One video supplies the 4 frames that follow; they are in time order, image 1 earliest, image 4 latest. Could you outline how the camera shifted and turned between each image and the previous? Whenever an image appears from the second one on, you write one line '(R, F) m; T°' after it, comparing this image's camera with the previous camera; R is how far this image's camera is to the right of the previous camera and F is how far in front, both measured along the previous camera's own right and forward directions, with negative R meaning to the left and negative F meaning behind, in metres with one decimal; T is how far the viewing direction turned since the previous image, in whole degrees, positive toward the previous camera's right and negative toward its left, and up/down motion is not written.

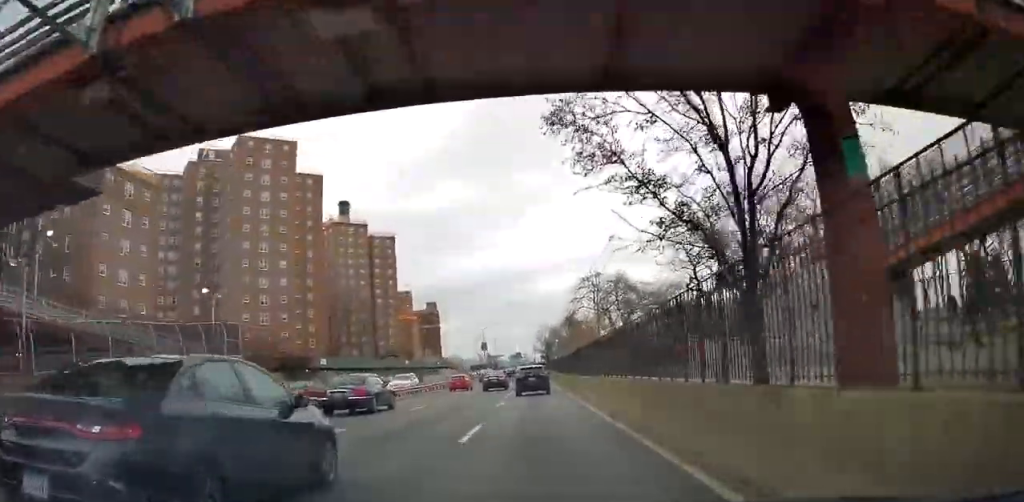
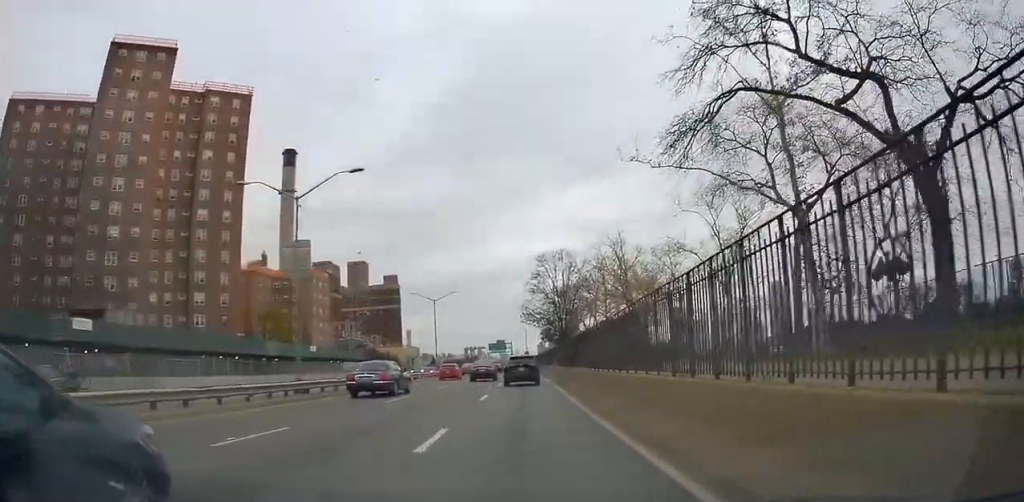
(+0.7, +82.3) m; +1°
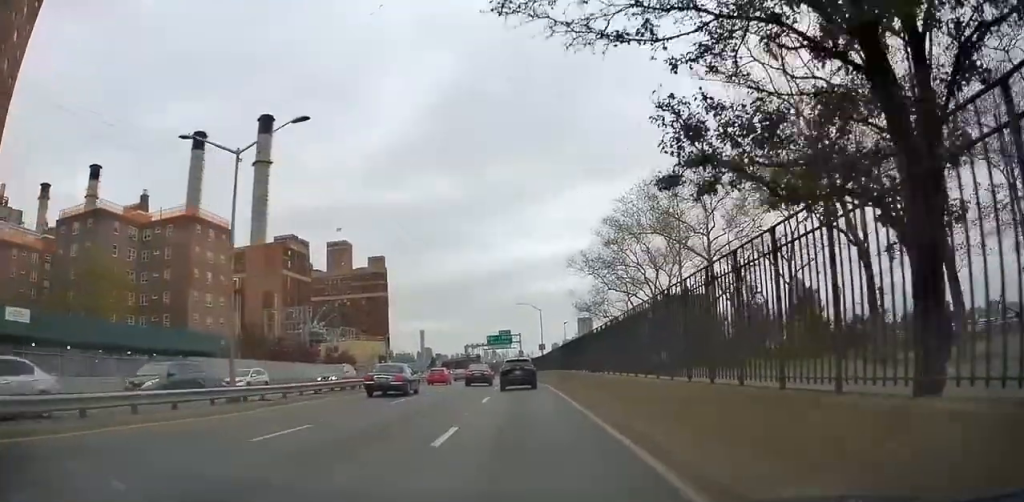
(+0.3, +45.9) m; 0°
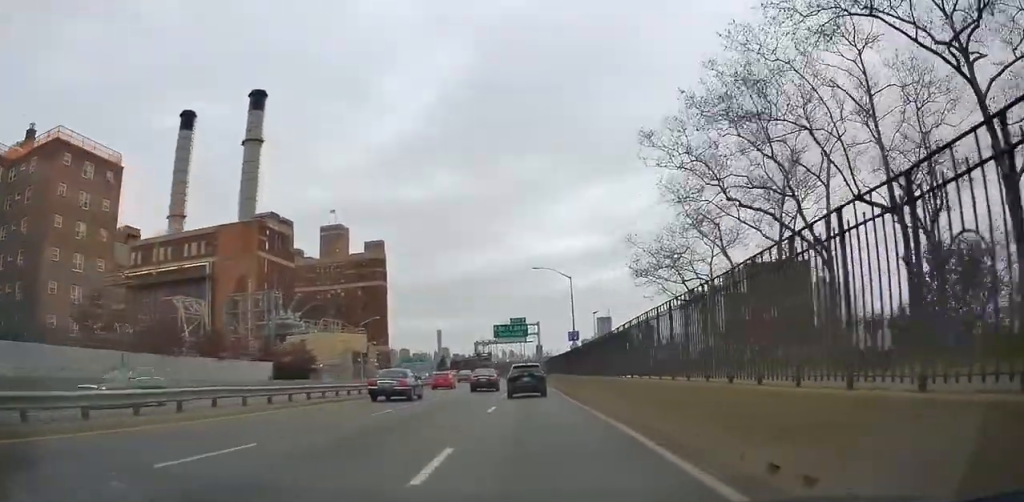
(-0.3, +26.0) m; -2°
